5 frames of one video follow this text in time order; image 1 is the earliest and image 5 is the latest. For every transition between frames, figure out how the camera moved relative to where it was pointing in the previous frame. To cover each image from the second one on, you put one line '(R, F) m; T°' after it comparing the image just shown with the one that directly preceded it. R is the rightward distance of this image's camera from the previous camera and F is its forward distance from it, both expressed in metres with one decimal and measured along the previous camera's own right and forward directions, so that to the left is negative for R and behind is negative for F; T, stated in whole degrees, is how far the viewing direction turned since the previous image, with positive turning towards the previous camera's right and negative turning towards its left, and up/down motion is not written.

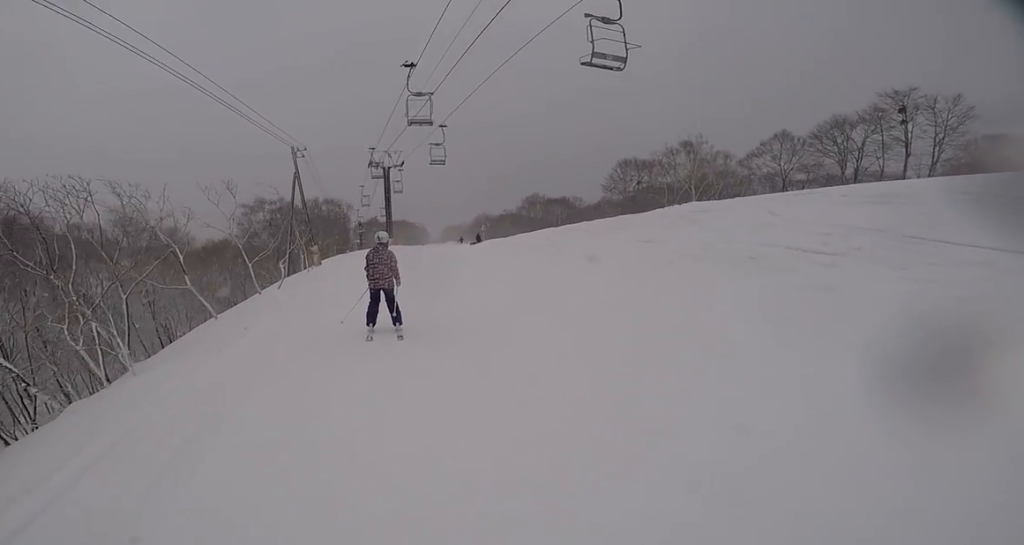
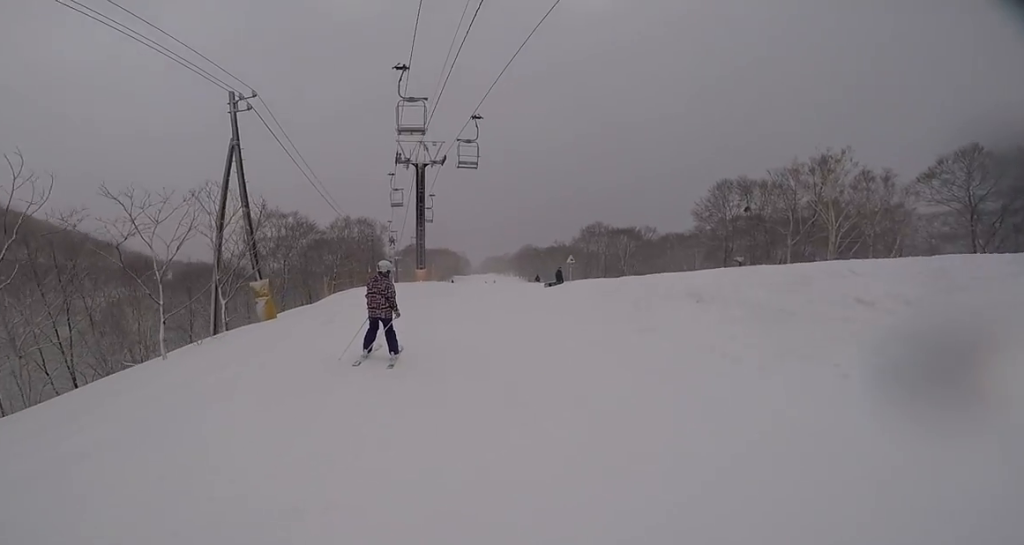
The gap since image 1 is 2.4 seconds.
(+2.3, +14.6) m; +13°
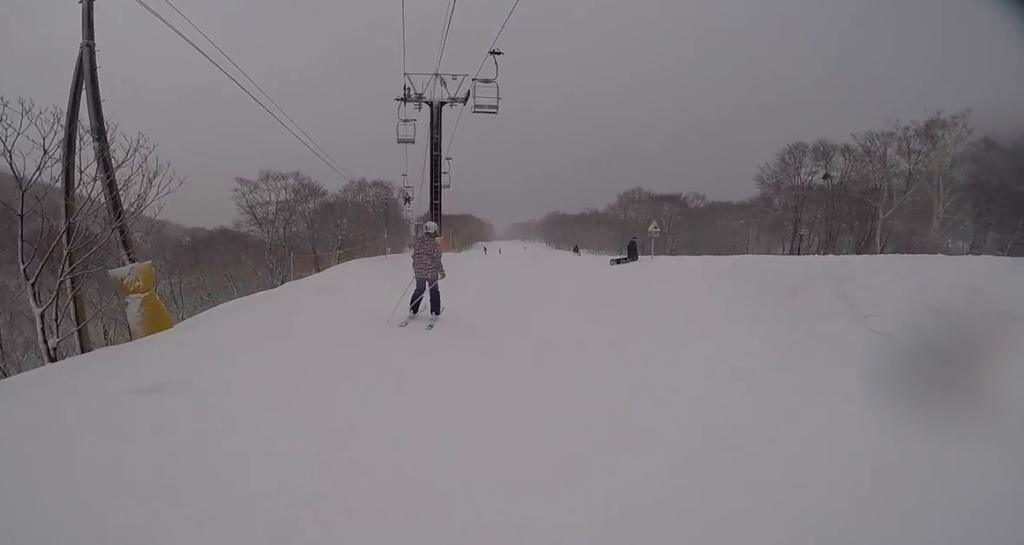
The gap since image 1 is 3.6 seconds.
(-0.4, +6.2) m; +4°
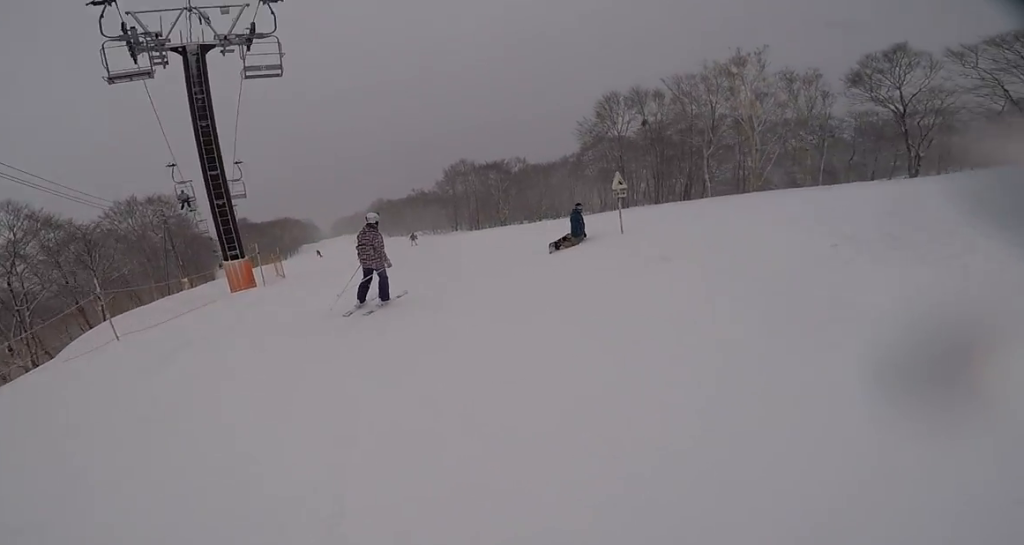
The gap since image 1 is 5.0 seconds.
(+1.5, +7.0) m; +21°
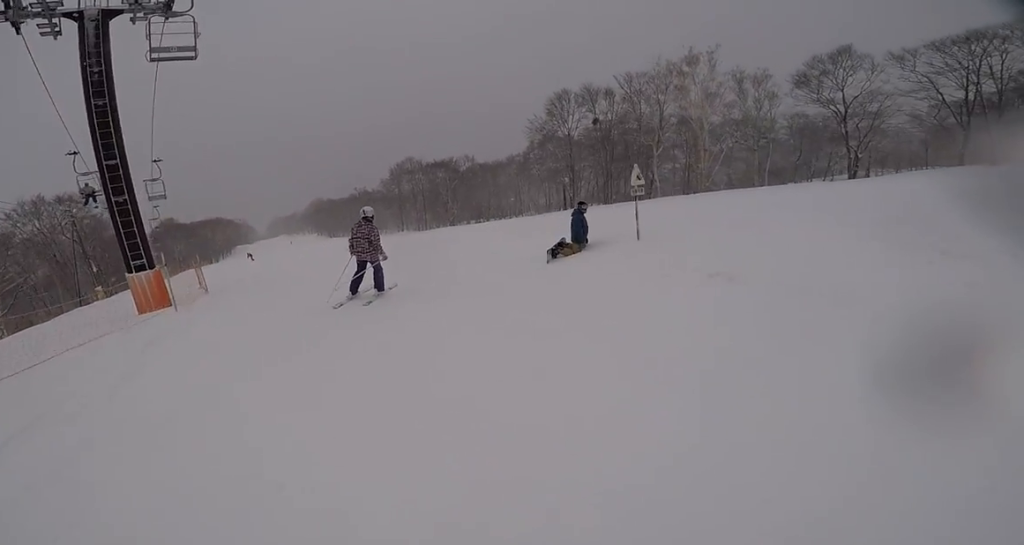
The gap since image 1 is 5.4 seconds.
(0.0, +2.1) m; 0°
